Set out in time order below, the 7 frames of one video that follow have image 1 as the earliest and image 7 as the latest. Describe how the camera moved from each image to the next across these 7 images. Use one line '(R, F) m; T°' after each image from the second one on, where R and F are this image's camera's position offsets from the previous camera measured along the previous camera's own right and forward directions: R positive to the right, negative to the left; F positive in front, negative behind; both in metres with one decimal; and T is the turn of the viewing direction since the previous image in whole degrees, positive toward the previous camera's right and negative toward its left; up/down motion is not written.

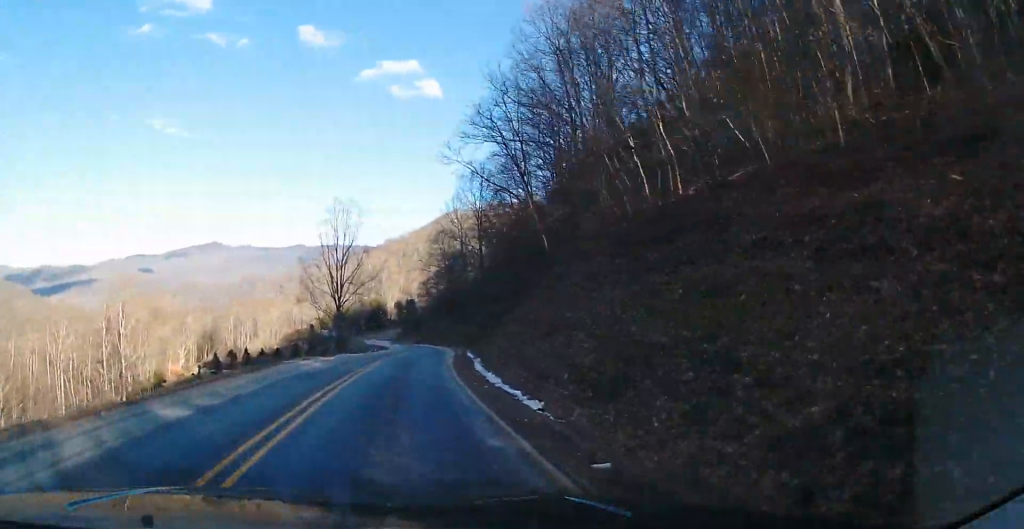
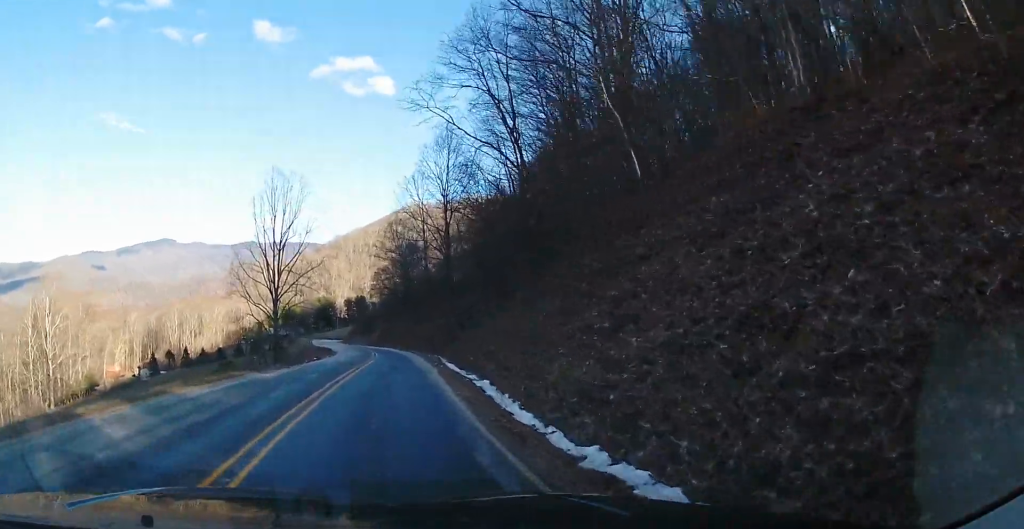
(+1.1, +13.4) m; +8°
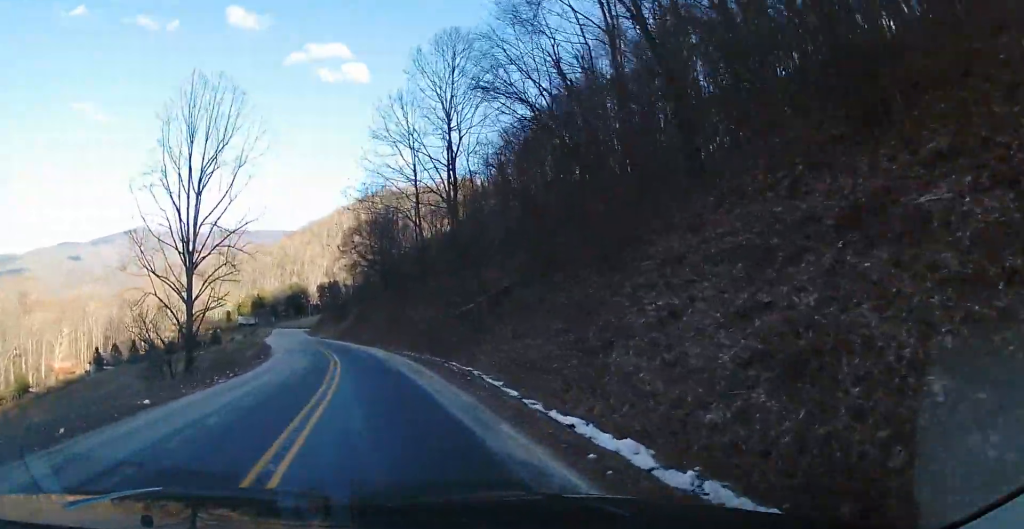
(+1.7, +23.1) m; +5°
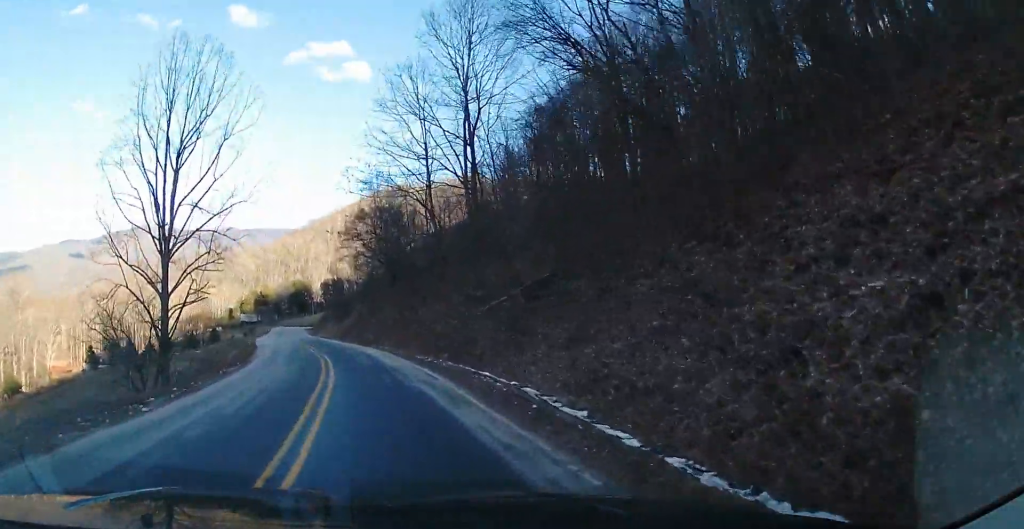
(+0.3, +6.3) m; -1°
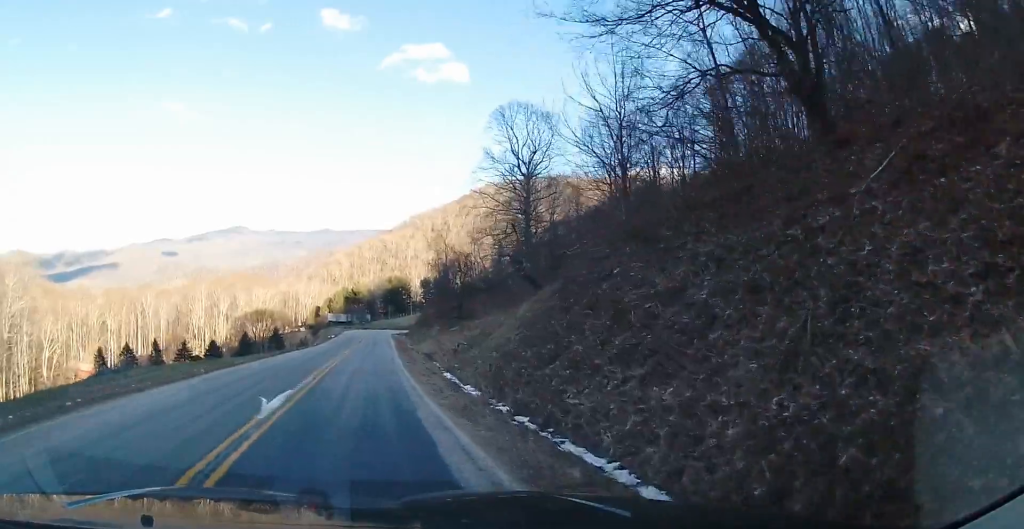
(-5.0, +44.1) m; -10°
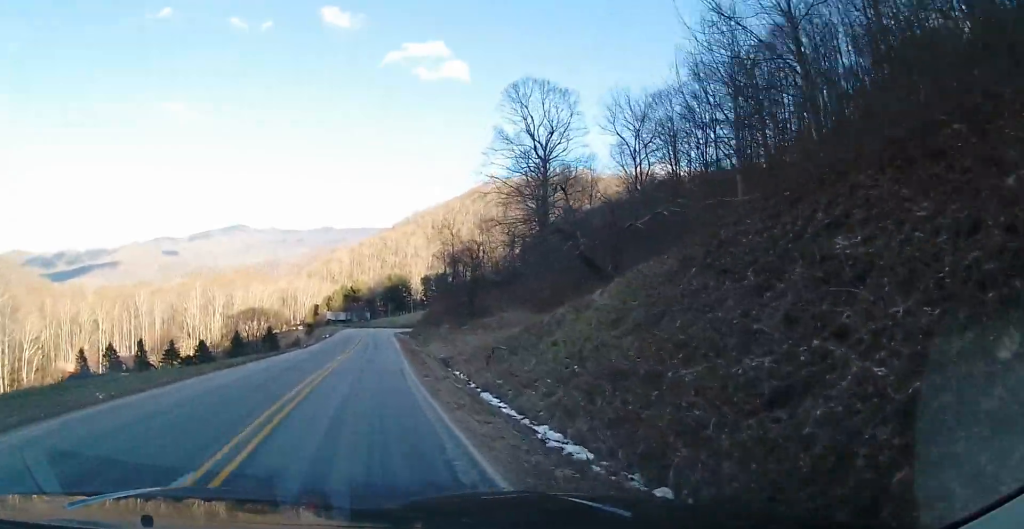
(-0.1, +7.9) m; -1°
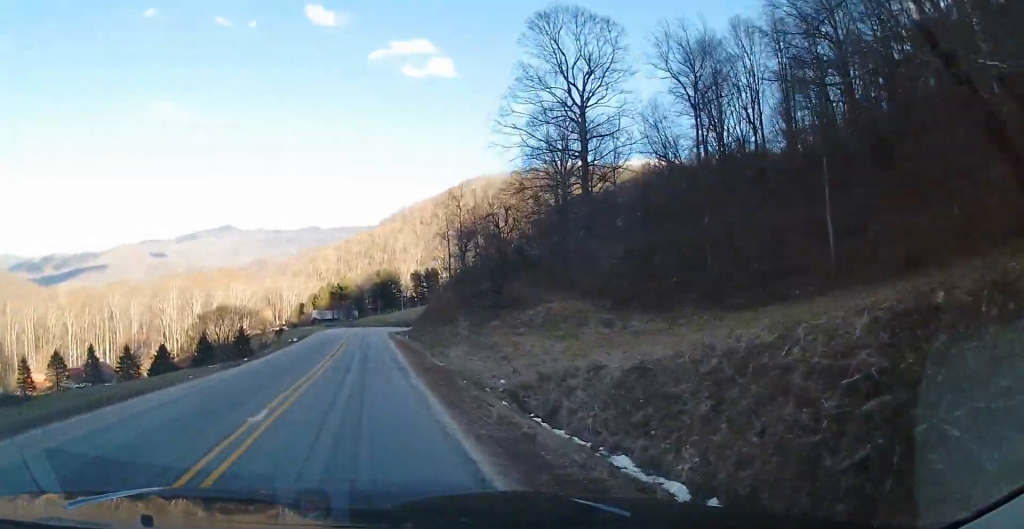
(-0.4, +17.0) m; -1°
